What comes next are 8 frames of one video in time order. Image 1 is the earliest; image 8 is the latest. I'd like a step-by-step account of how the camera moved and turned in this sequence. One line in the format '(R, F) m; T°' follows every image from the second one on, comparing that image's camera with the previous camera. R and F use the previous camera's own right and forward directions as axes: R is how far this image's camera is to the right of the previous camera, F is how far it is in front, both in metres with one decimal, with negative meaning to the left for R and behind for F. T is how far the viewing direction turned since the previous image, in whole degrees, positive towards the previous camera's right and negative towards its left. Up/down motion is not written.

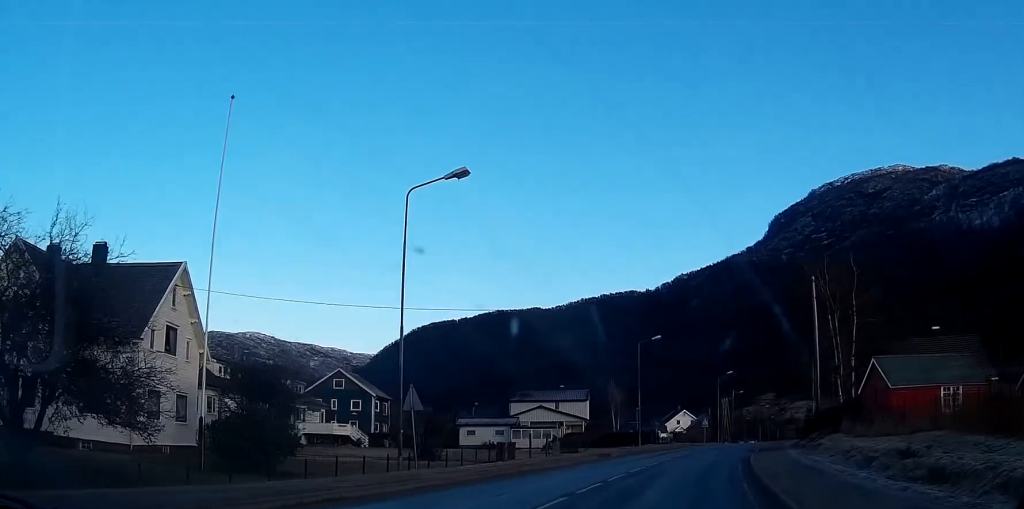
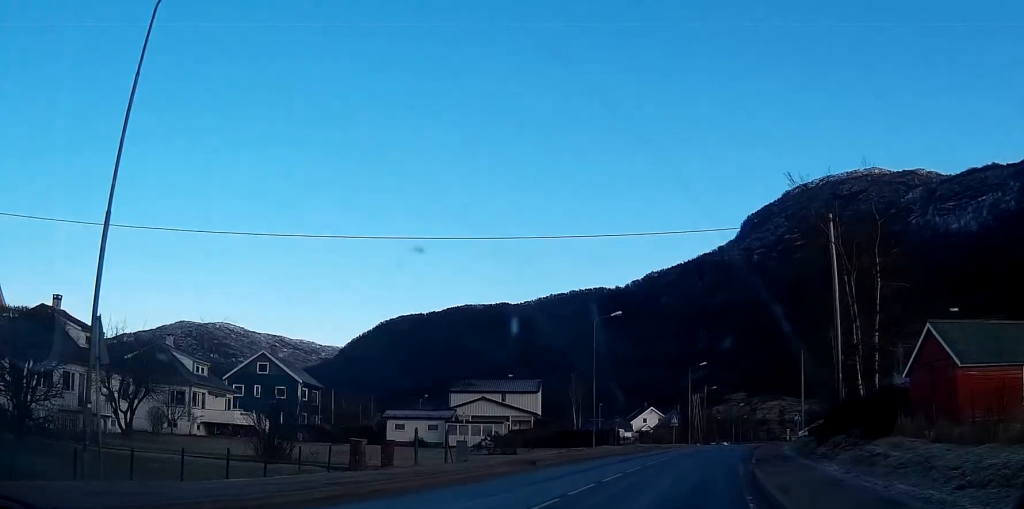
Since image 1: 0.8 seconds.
(+0.2, +12.5) m; +2°
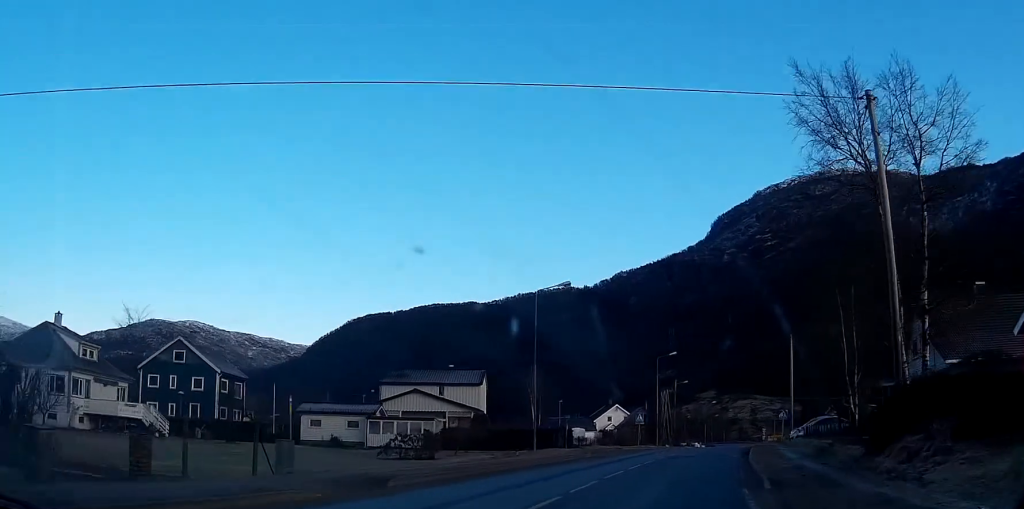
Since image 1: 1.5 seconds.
(+0.1, +11.4) m; +2°
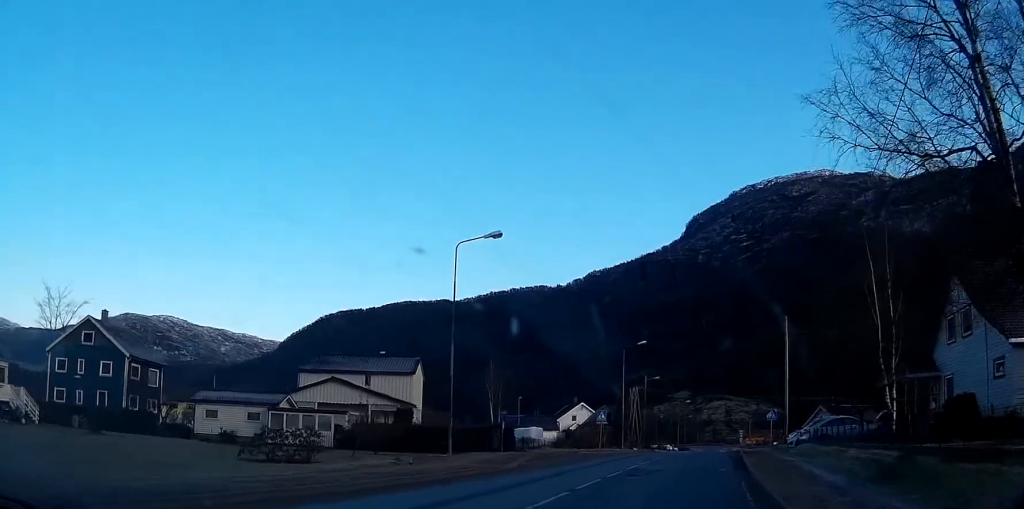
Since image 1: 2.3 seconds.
(+0.2, +11.3) m; +2°
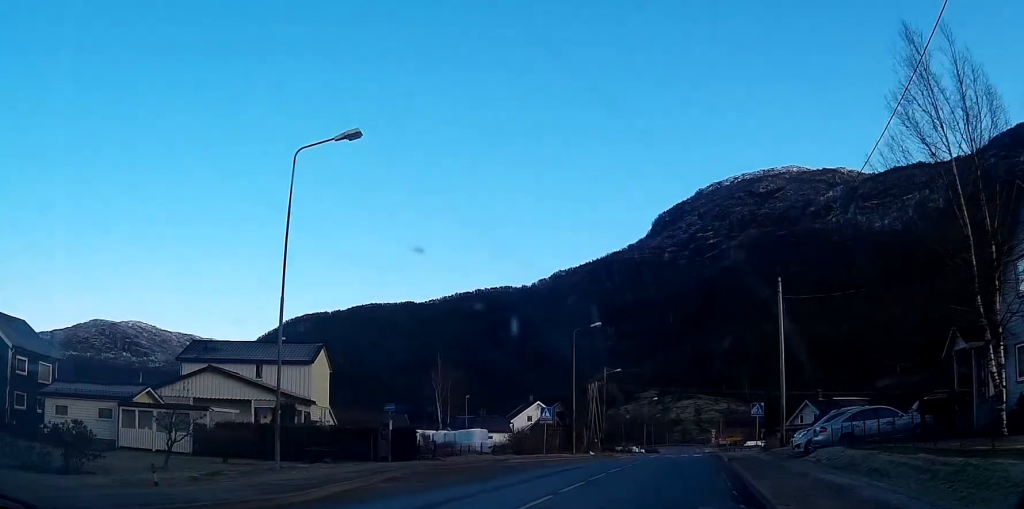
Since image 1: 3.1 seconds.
(+0.3, +12.2) m; +2°
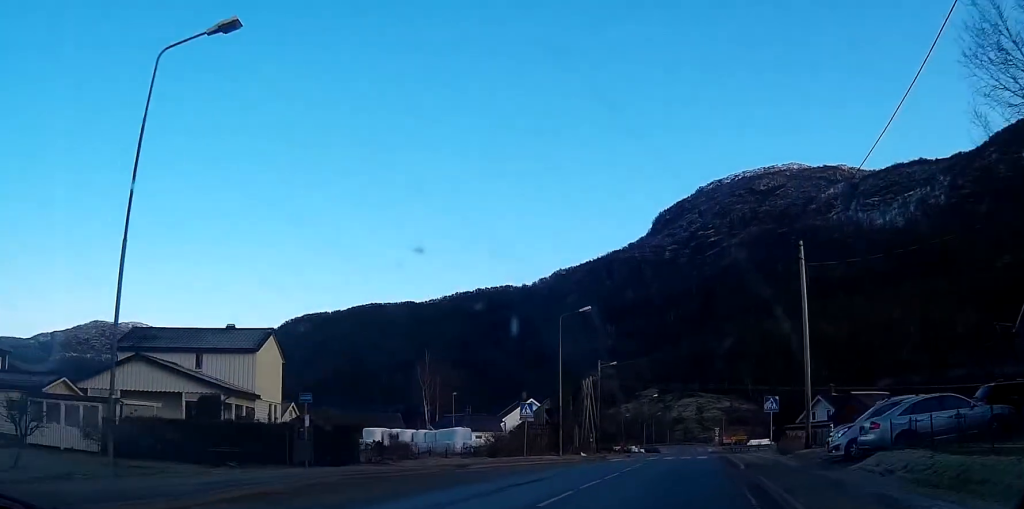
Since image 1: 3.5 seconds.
(+0.1, +7.1) m; +1°
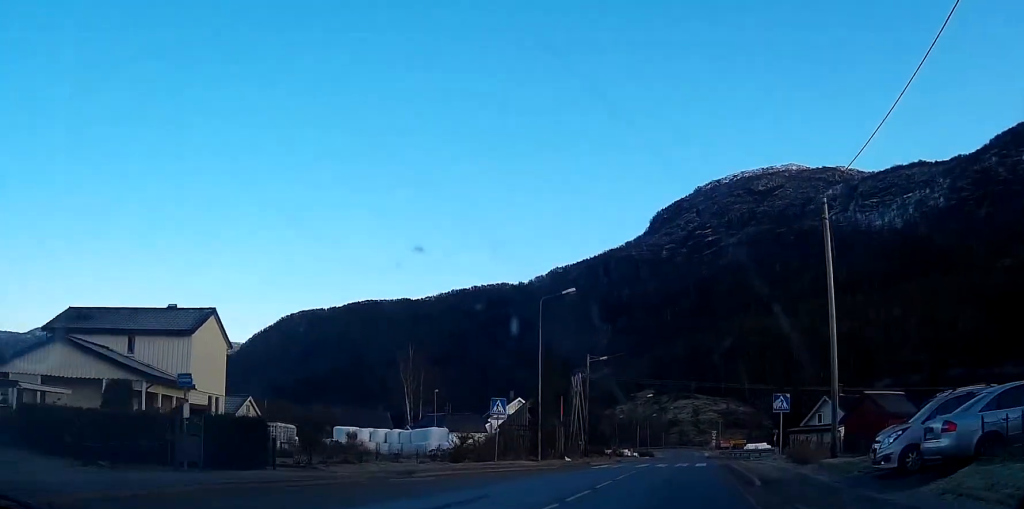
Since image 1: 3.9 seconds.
(0.0, +6.0) m; 0°
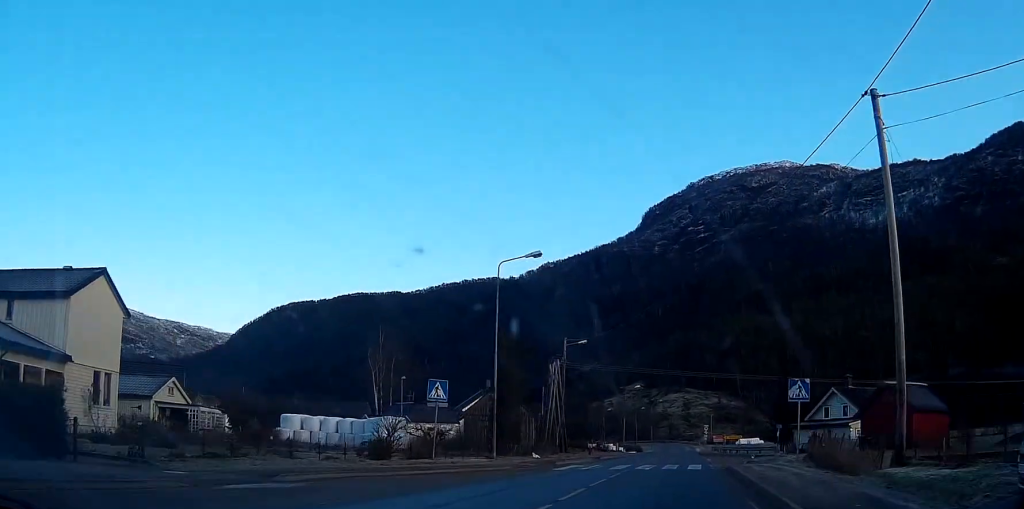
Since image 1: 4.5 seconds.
(0.0, +8.5) m; 0°
